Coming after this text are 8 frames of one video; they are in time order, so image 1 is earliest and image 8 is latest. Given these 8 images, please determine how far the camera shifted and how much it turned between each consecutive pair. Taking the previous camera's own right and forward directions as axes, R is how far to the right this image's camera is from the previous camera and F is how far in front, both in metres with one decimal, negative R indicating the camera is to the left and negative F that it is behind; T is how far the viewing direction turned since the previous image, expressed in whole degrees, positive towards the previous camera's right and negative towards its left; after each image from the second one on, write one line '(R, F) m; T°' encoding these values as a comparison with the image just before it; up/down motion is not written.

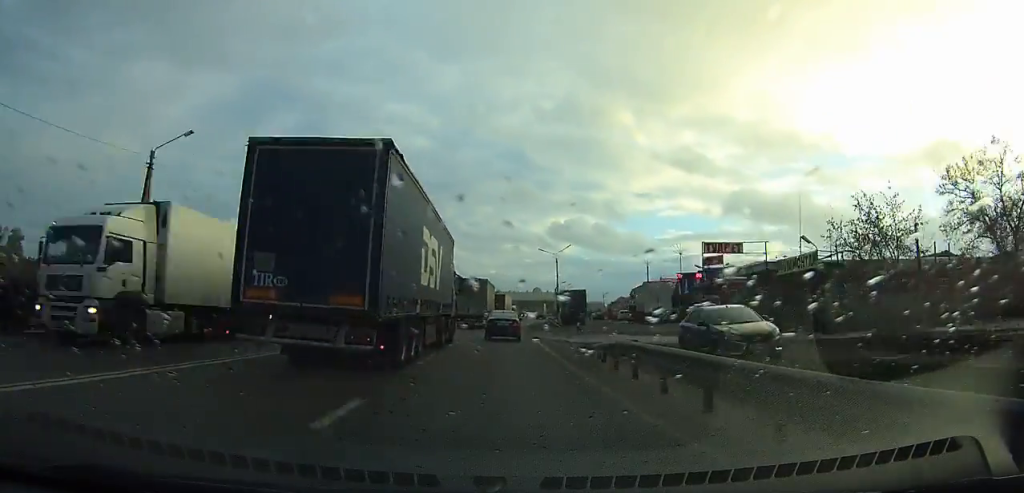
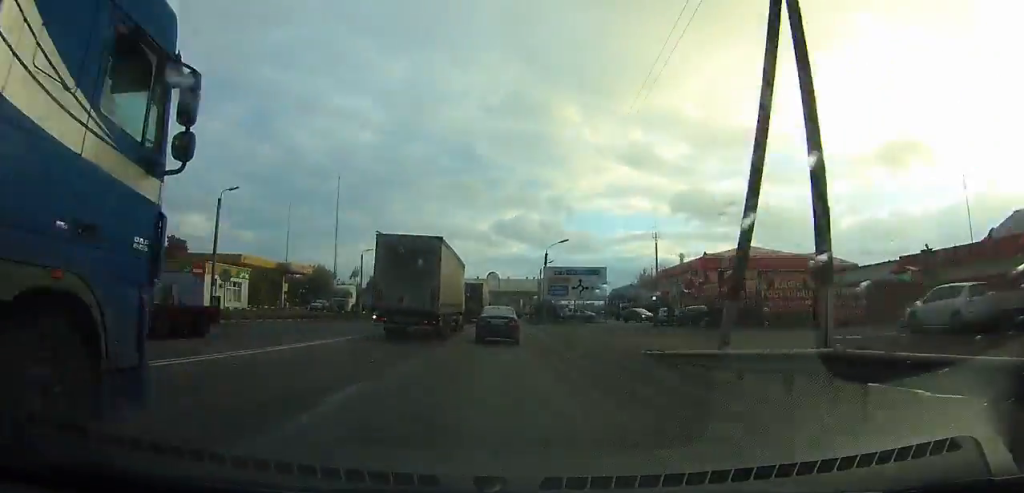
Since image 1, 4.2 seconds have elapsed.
(+2.0, +74.4) m; +4°
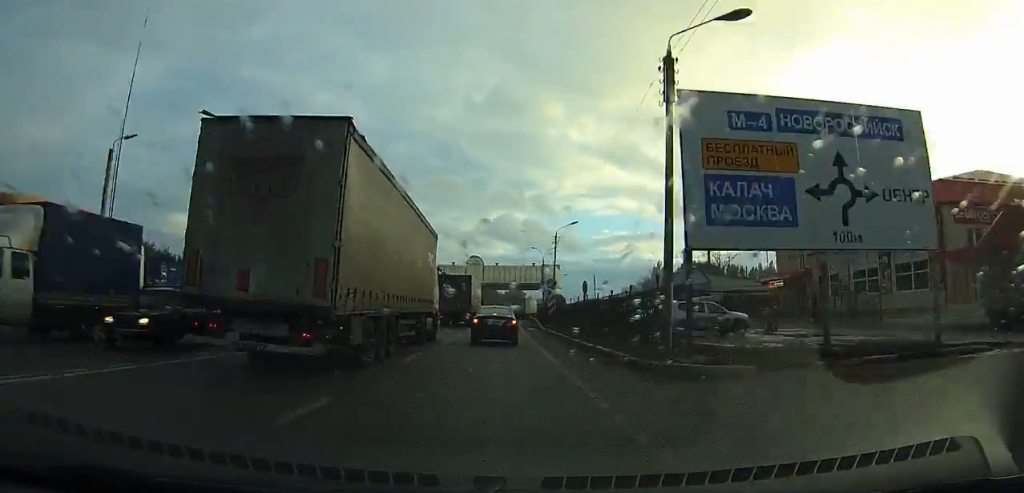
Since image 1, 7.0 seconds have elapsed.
(+1.3, +49.0) m; +2°
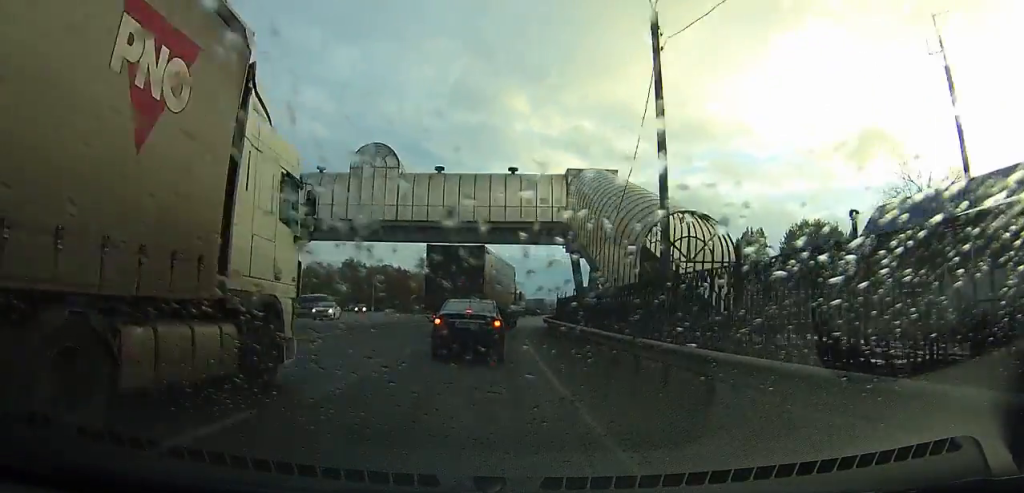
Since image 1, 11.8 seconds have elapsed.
(+1.7, +71.7) m; +3°
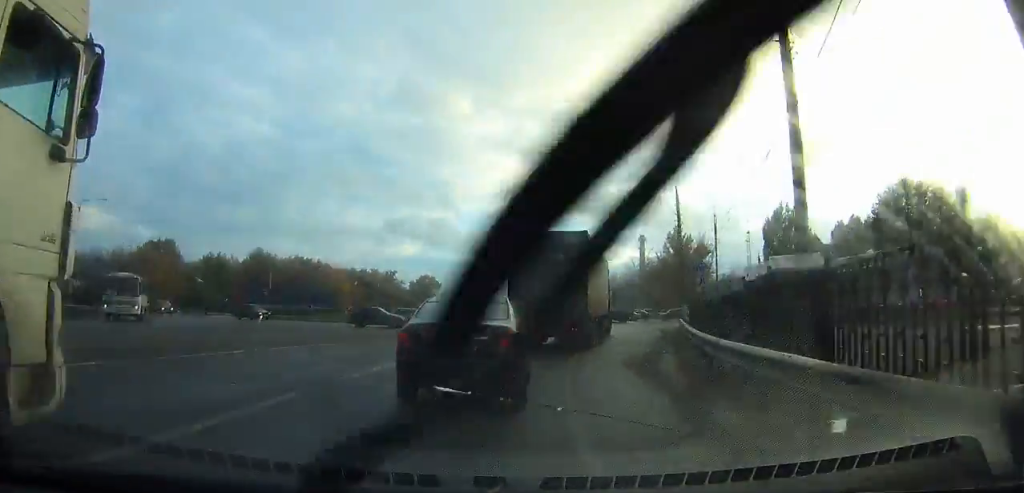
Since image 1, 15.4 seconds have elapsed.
(+1.6, +42.9) m; +7°
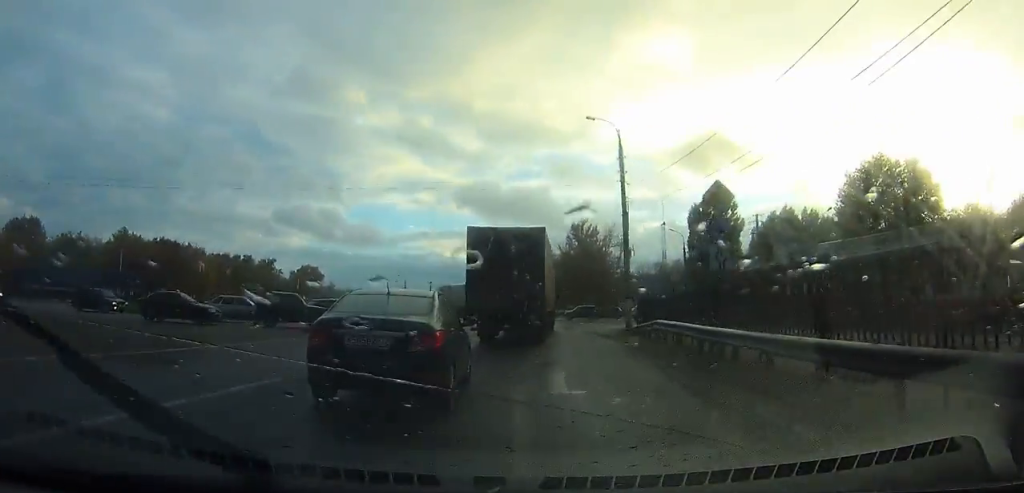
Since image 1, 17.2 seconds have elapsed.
(+0.1, +18.8) m; +6°
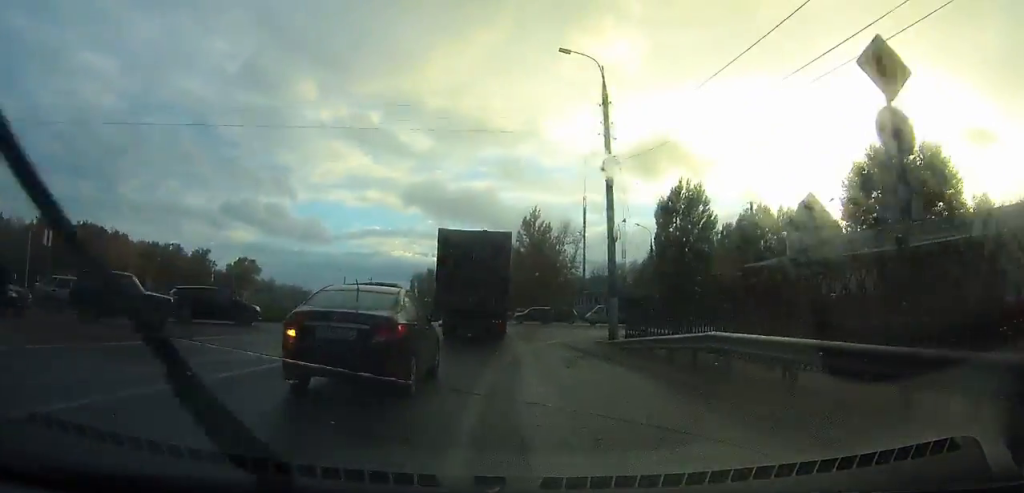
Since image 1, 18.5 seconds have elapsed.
(+1.4, +11.8) m; +4°
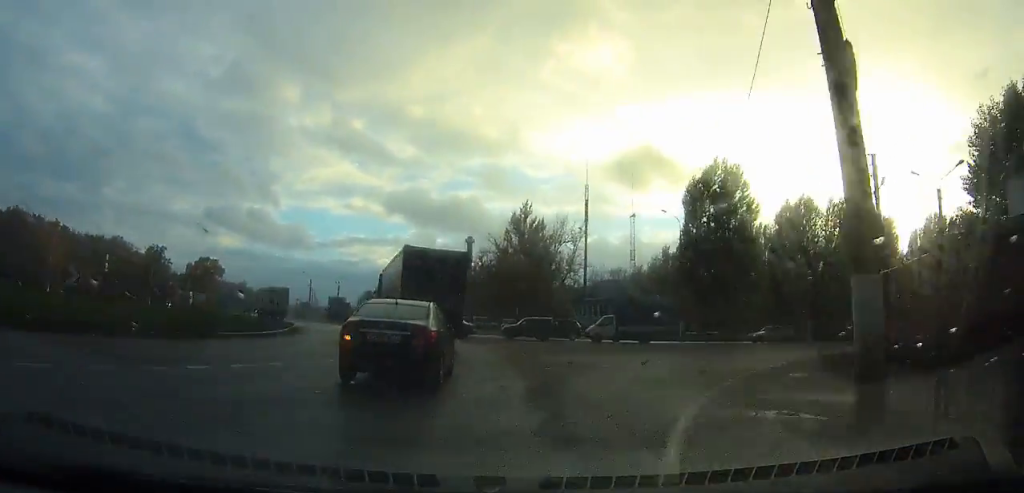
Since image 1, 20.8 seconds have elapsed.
(+1.4, +20.6) m; +2°
